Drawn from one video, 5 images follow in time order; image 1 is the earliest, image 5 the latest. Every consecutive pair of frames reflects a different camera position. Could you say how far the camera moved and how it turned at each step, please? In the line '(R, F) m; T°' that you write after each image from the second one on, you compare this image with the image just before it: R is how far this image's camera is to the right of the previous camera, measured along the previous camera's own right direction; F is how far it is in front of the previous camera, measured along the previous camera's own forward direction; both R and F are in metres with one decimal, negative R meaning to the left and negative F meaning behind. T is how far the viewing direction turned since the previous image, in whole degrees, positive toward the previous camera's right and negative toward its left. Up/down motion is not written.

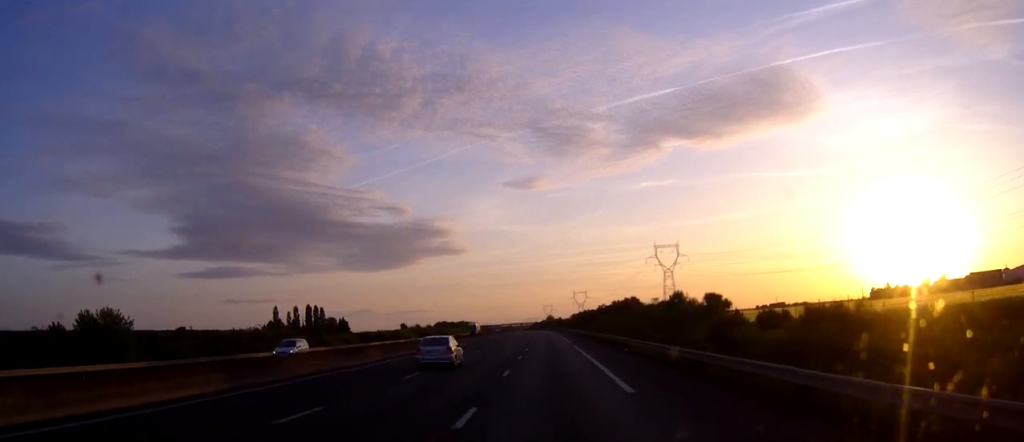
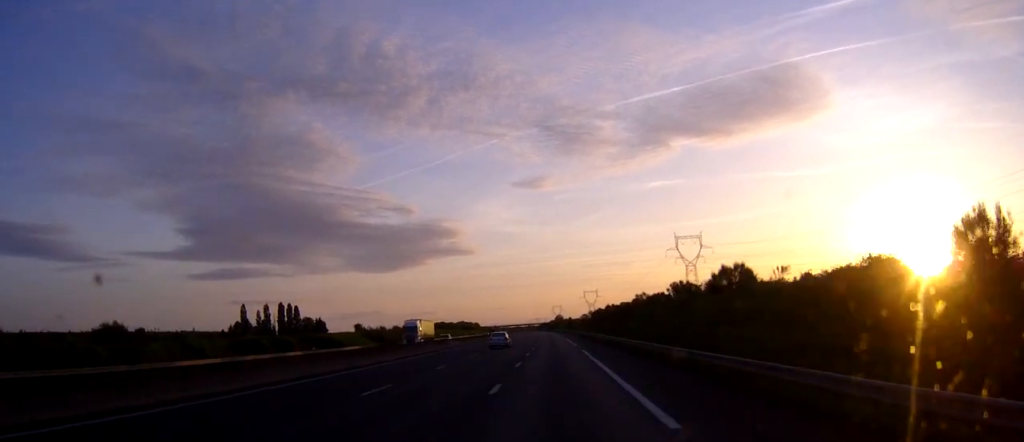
(-0.4, +58.8) m; -1°
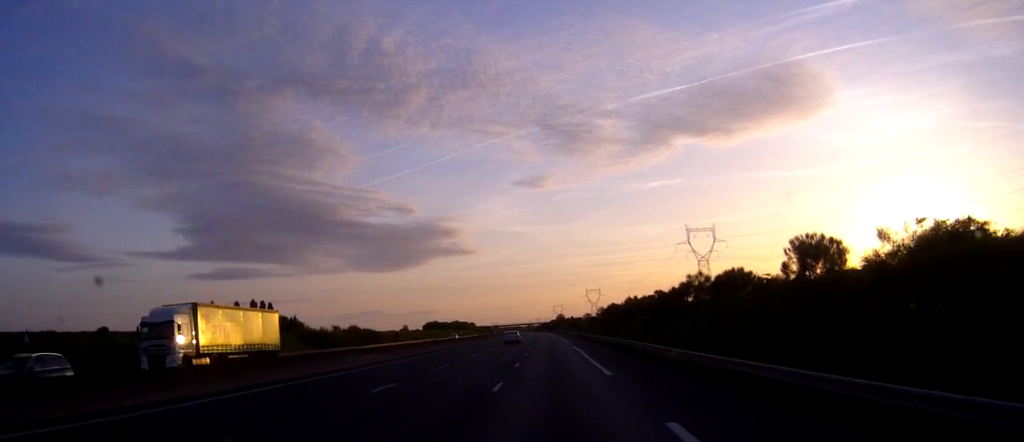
(0.0, +38.1) m; 0°
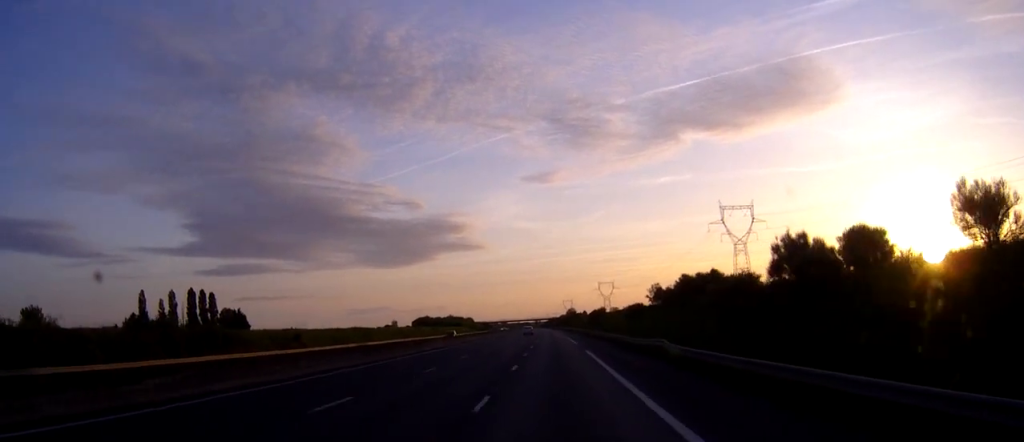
(-0.2, +70.8) m; -1°
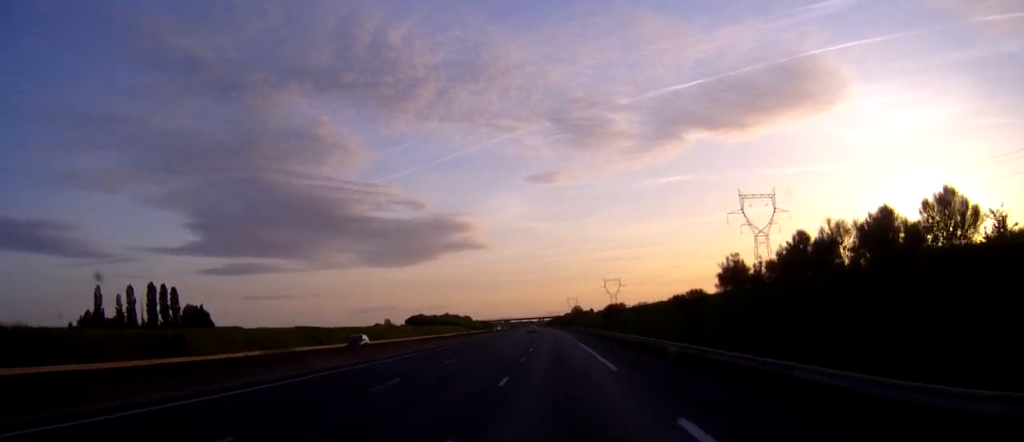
(-0.2, +33.6) m; 0°
